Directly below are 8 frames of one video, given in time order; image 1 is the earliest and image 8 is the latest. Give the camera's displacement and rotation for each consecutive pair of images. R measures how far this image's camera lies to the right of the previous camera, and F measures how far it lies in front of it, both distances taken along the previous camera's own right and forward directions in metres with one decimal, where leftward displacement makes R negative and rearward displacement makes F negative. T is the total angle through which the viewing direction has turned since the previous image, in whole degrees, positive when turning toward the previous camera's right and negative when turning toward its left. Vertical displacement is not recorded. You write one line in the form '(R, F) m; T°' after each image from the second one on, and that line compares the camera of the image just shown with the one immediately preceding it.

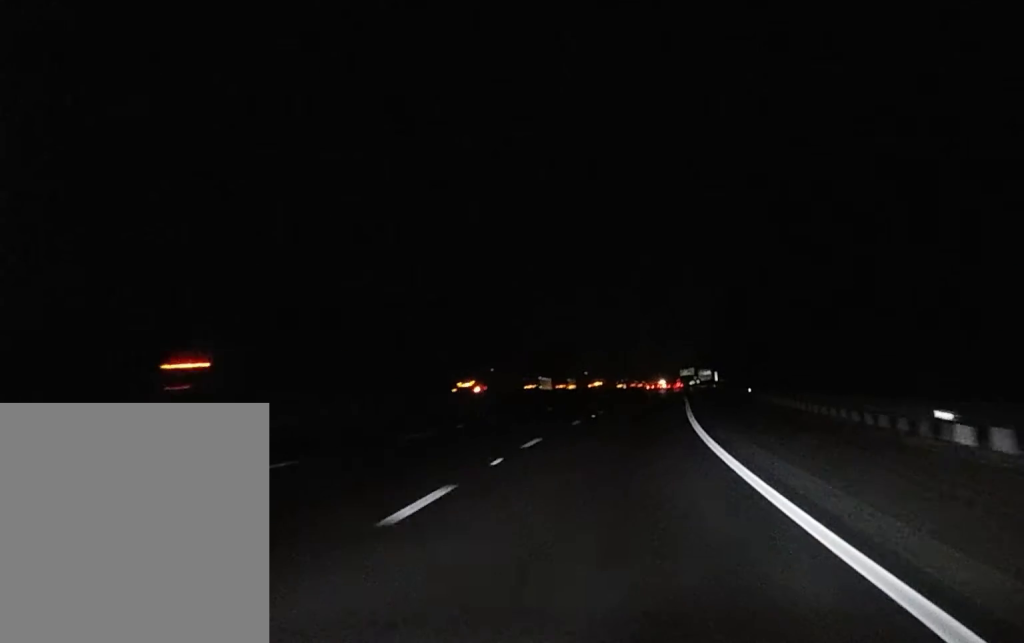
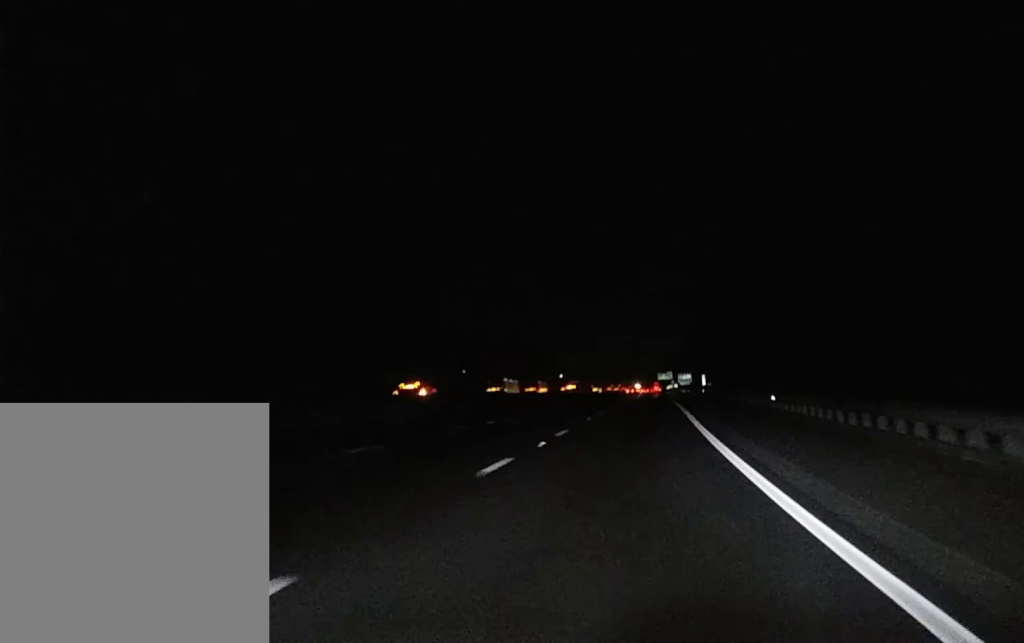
(+0.2, +19.4) m; +1°
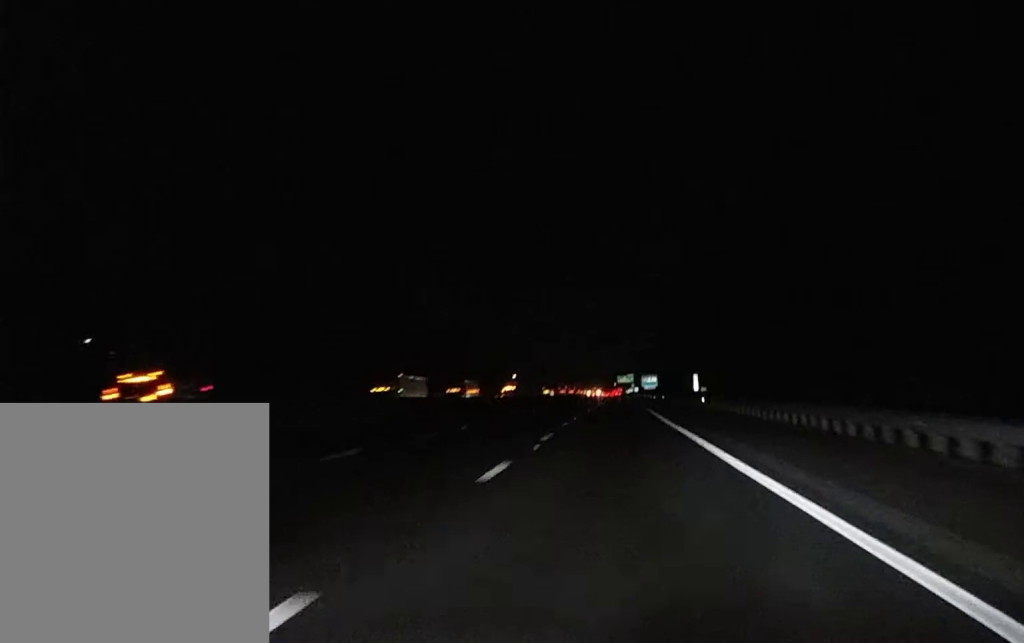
(+0.9, +47.9) m; +2°
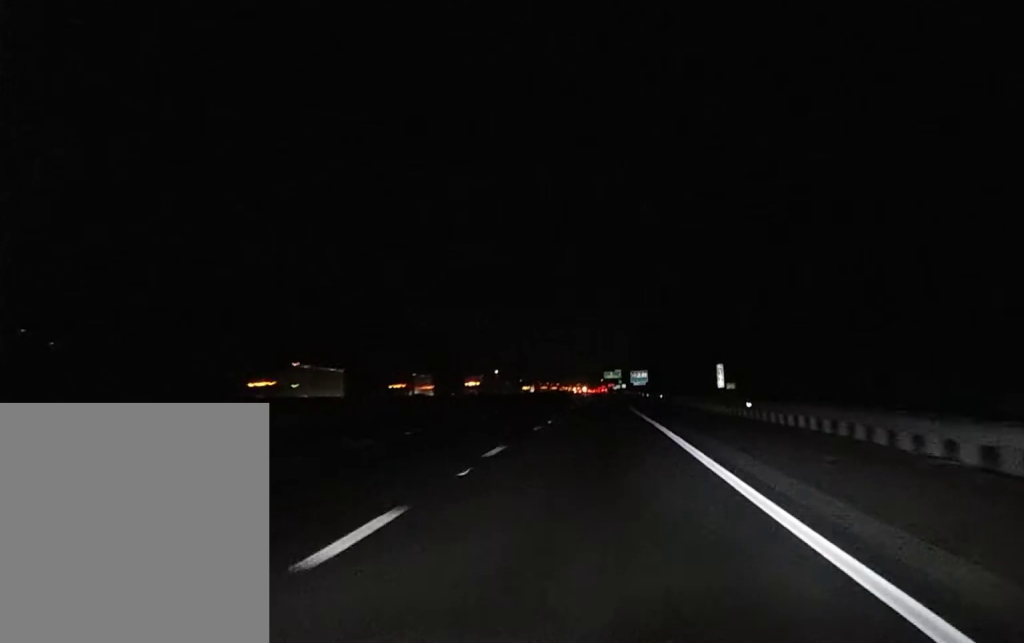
(+0.2, +29.5) m; 0°
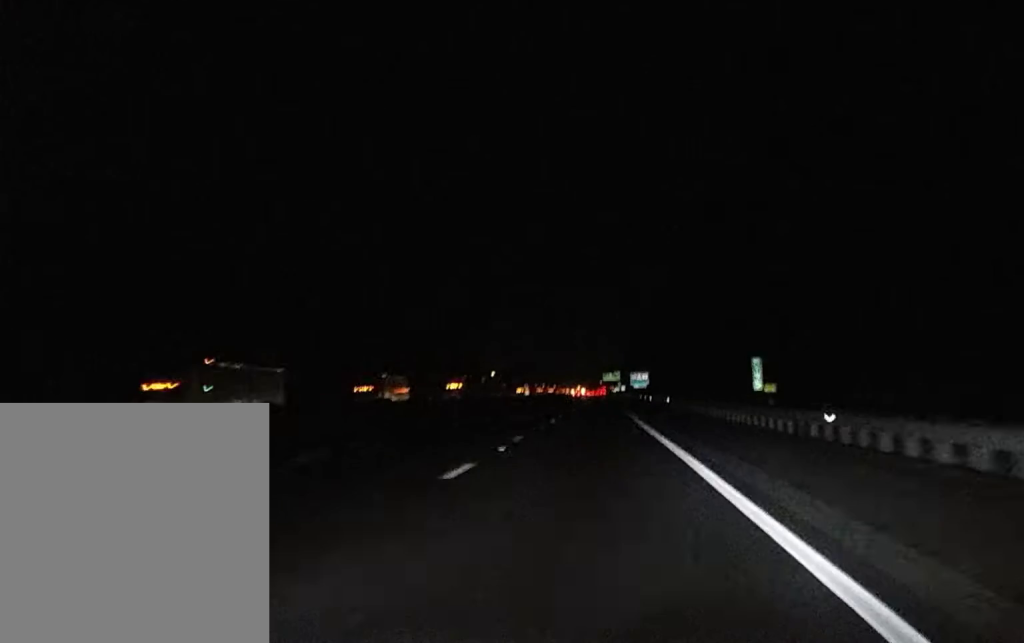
(0.0, +15.7) m; 0°
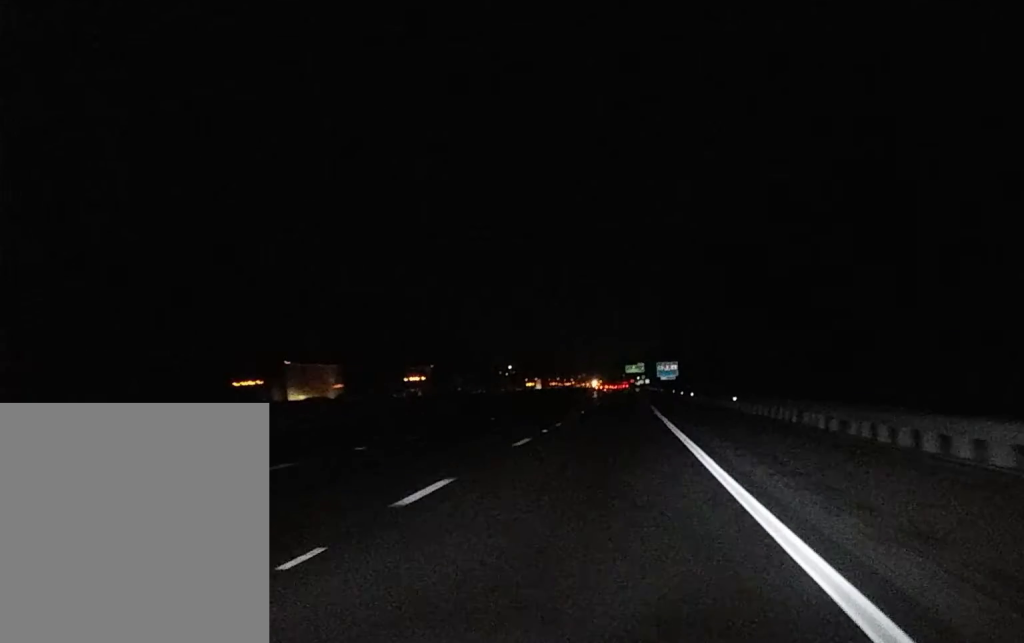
(0.0, +44.6) m; 0°
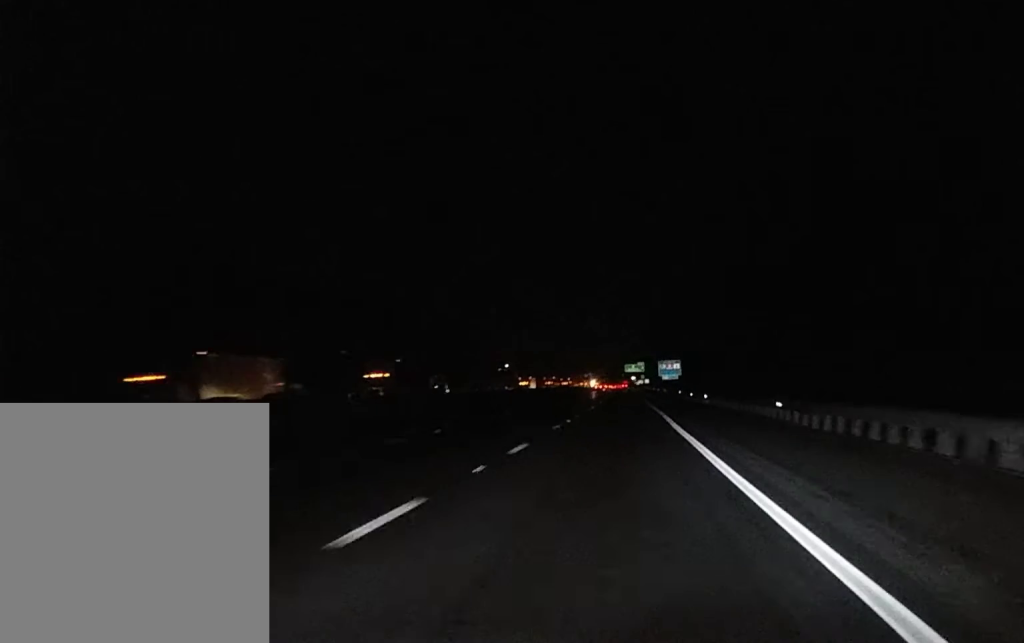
(0.0, +17.0) m; 0°
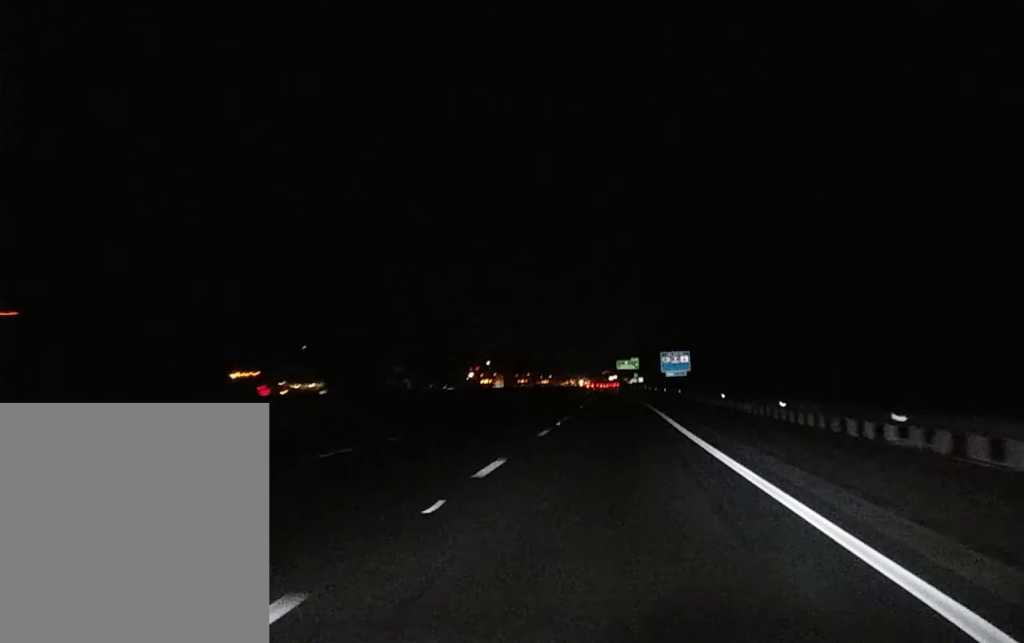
(0.0, +61.3) m; 0°
